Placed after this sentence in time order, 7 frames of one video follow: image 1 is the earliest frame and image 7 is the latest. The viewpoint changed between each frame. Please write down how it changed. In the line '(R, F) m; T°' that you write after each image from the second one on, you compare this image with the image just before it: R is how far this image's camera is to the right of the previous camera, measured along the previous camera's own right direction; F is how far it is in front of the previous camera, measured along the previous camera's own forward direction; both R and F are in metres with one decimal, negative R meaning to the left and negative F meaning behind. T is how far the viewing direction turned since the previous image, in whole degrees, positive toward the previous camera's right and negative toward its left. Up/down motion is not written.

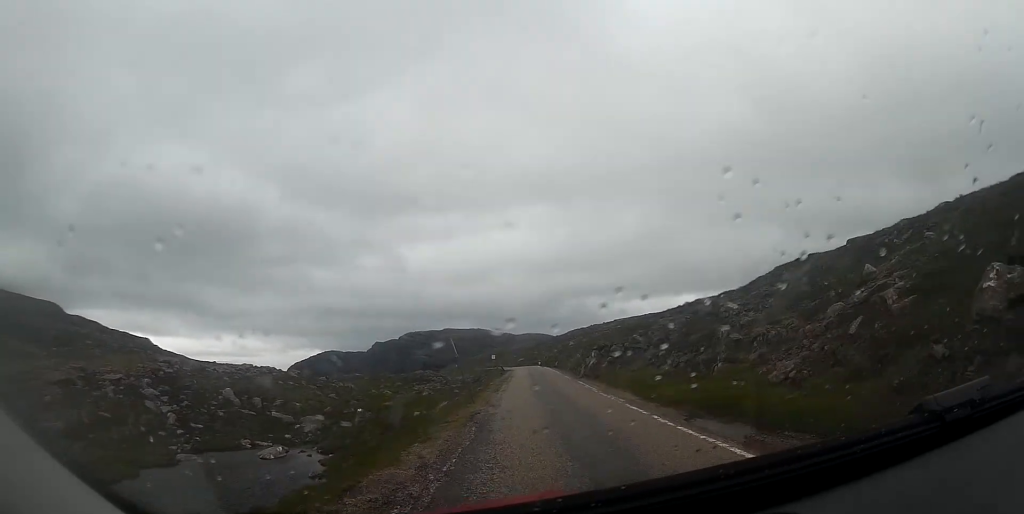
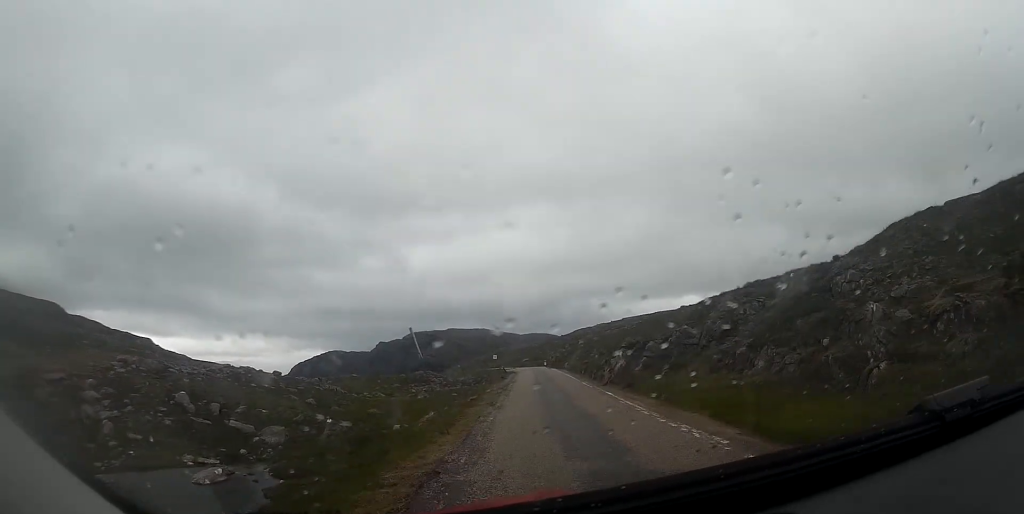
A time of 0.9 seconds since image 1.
(0.0, +6.7) m; 0°
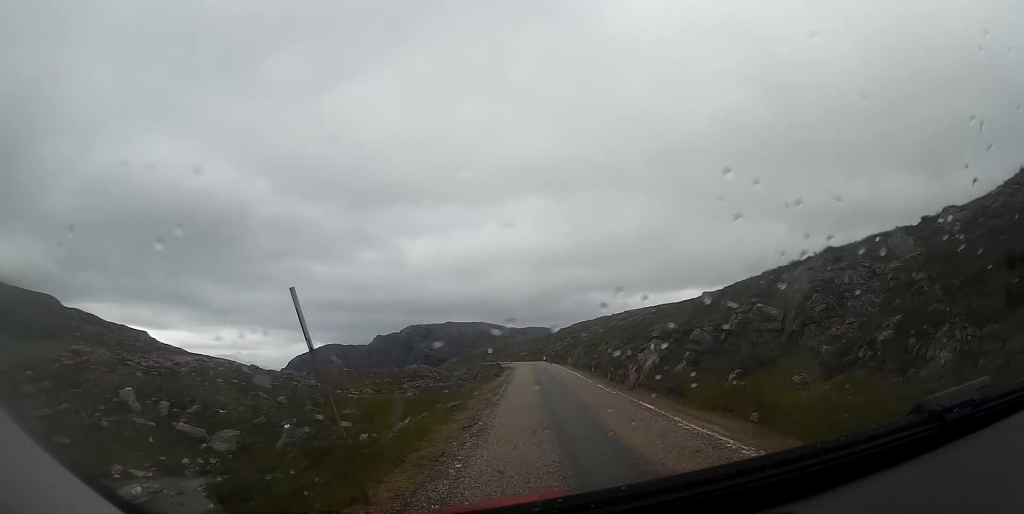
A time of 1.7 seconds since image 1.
(0.0, +5.7) m; 0°
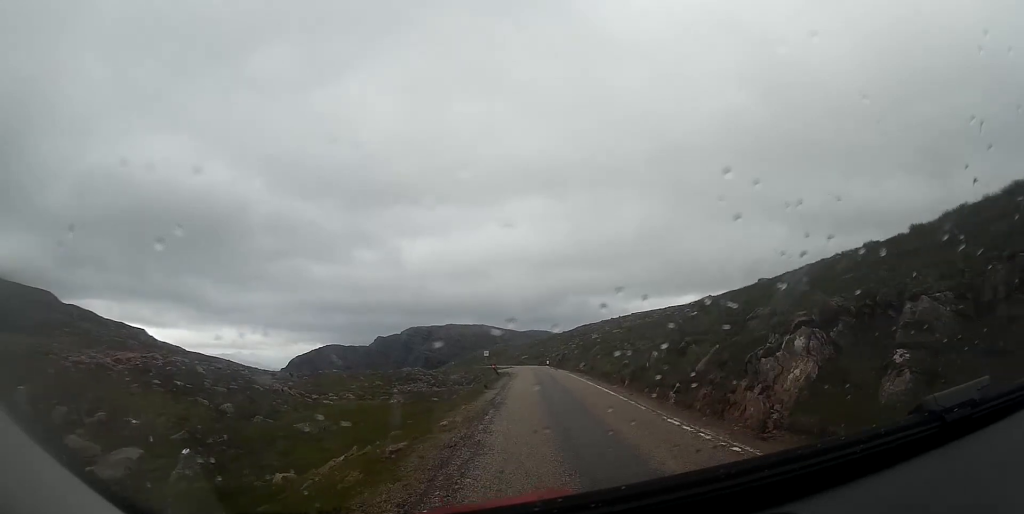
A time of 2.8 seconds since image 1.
(0.0, +9.0) m; -1°
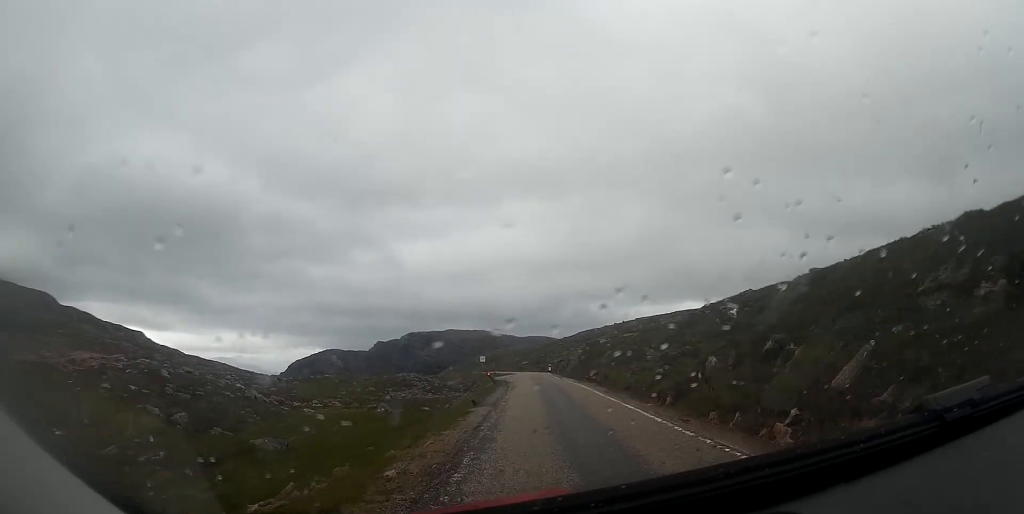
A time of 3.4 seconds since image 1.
(0.0, +5.4) m; 0°
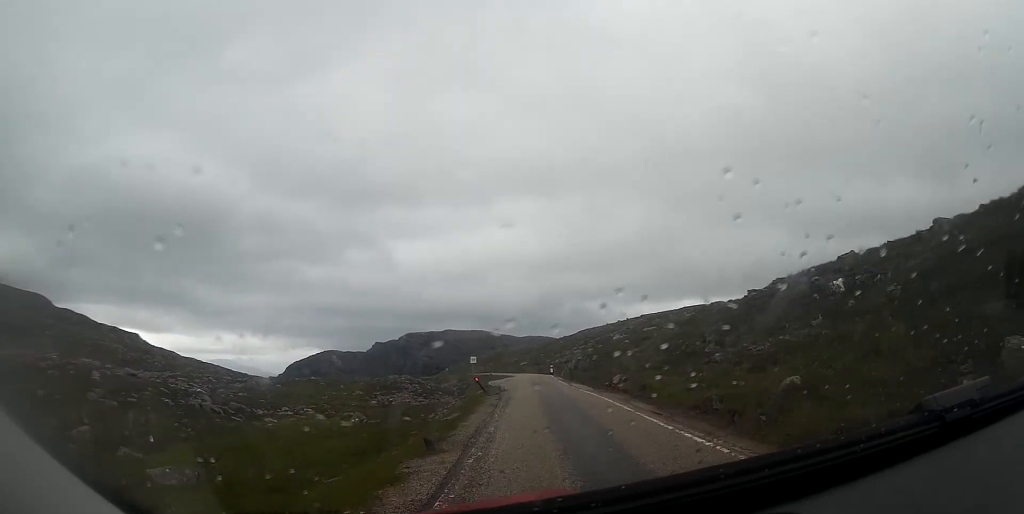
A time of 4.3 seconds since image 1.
(0.0, +8.3) m; 0°
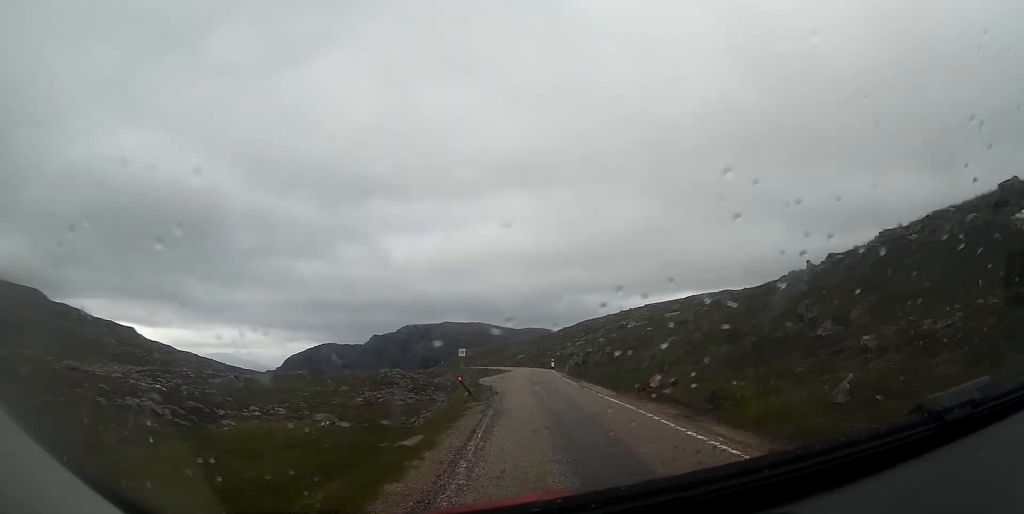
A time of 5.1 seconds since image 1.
(+0.1, +6.8) m; 0°
